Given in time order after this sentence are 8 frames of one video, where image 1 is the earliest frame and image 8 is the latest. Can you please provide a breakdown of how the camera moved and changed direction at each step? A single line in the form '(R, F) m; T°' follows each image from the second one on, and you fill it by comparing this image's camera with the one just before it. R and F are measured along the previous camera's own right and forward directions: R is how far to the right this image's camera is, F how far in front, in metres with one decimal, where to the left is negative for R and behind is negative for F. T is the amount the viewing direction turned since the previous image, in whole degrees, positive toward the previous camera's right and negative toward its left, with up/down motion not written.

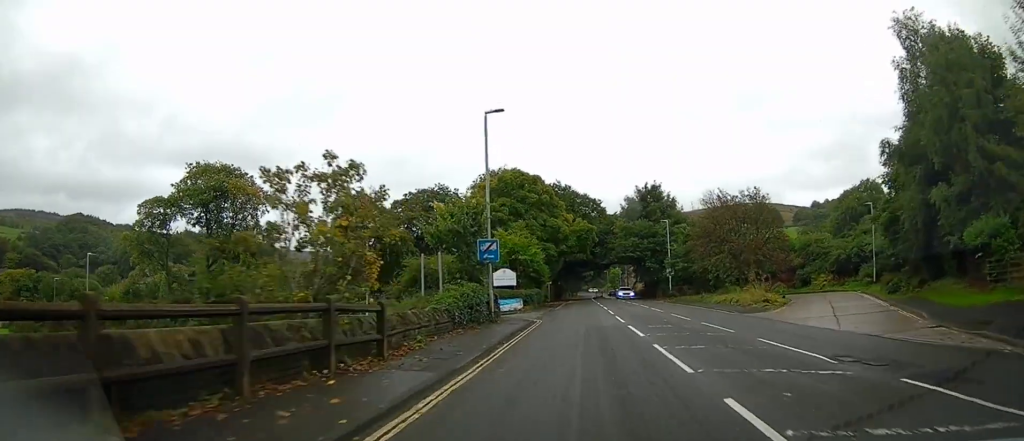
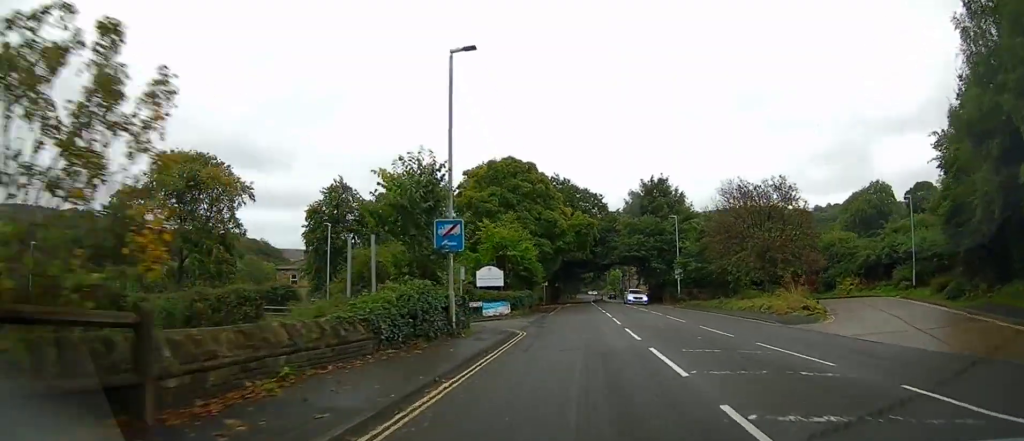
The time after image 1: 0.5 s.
(0.0, +6.2) m; 0°
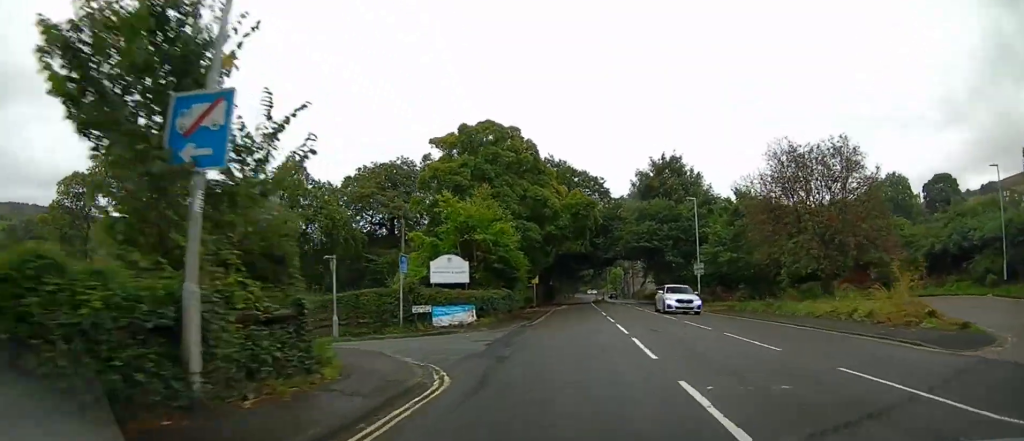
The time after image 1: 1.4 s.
(0.0, +10.5) m; 0°
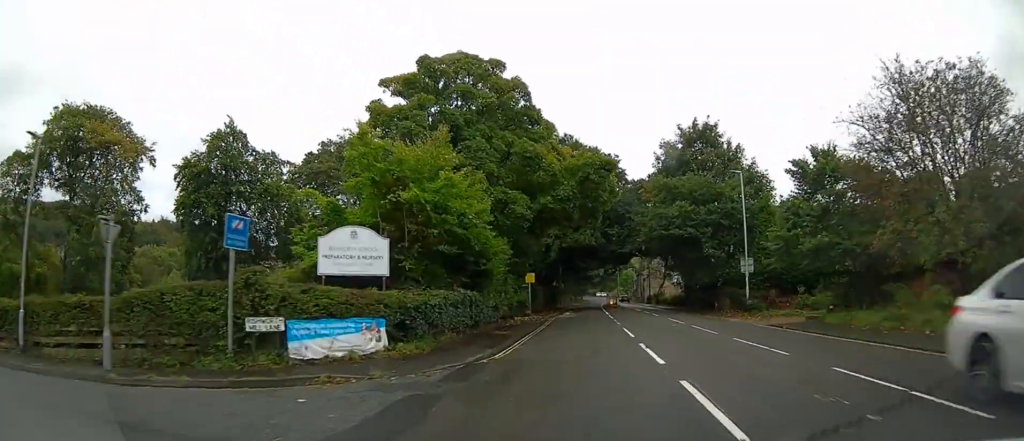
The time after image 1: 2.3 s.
(0.0, +11.7) m; 0°
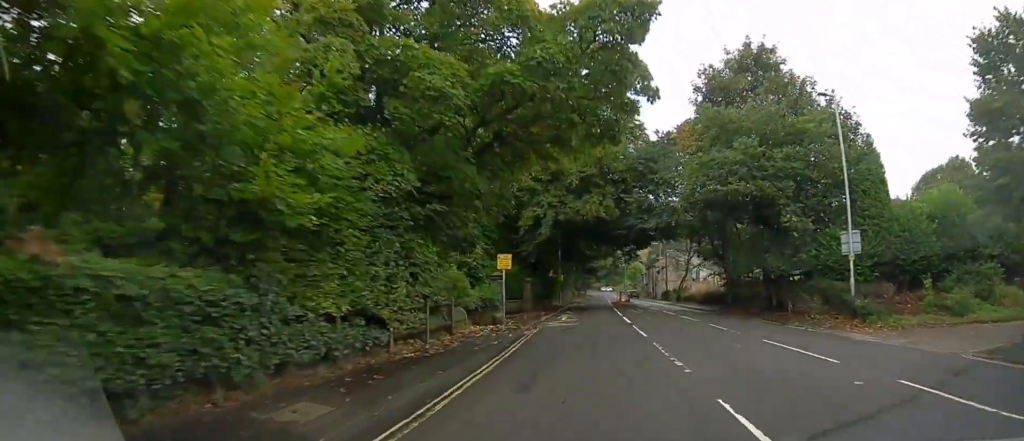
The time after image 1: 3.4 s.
(0.0, +13.7) m; 0°
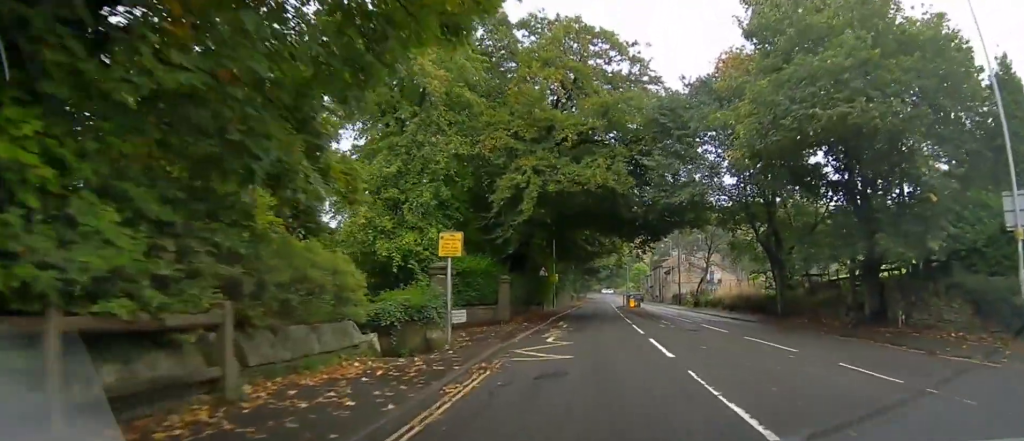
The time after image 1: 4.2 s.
(-0.1, +9.6) m; 0°
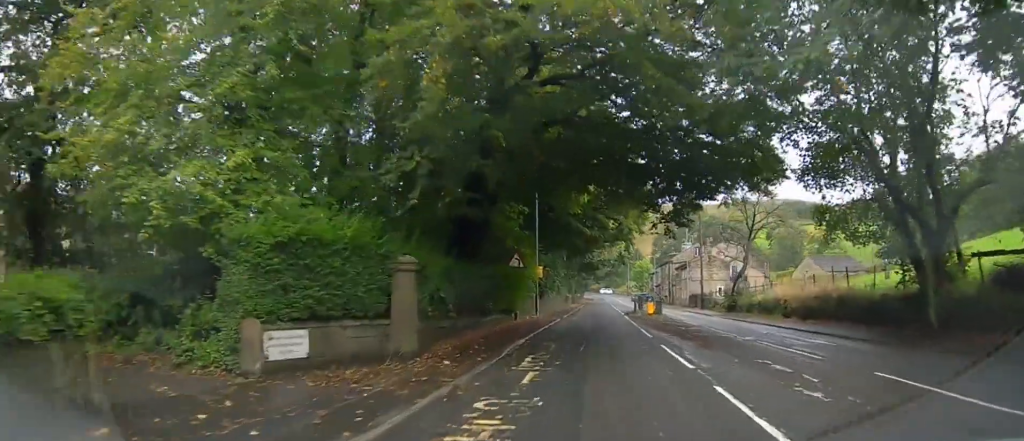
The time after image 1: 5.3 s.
(0.0, +13.2) m; 0°
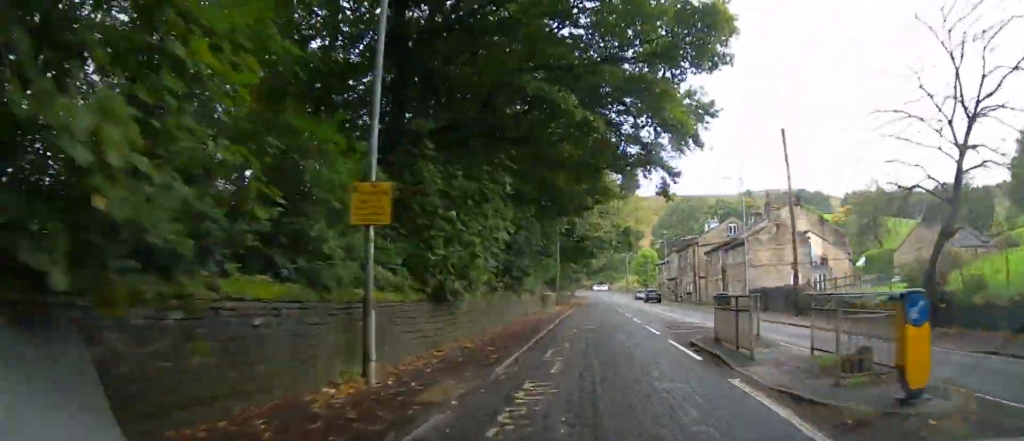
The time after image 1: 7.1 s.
(+0.2, +23.3) m; +1°
